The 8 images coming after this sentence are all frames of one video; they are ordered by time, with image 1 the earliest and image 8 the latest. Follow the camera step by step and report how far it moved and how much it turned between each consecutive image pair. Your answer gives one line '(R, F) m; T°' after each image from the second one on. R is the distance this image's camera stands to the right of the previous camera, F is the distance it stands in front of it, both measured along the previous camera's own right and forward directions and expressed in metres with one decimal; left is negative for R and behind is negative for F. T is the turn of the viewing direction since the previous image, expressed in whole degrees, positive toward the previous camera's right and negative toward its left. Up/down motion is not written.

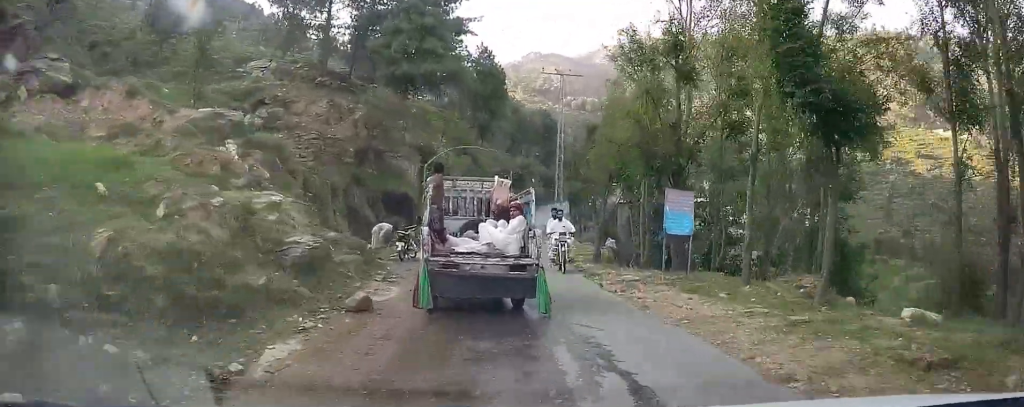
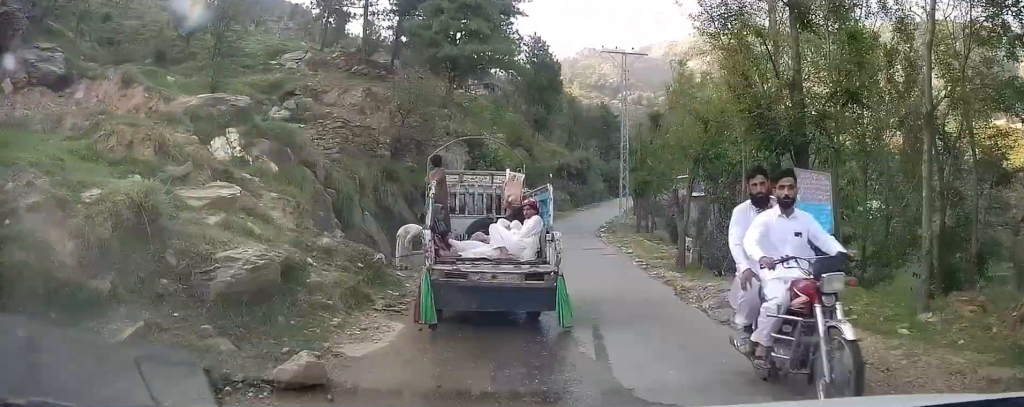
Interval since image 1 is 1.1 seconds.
(-0.2, +6.0) m; -1°
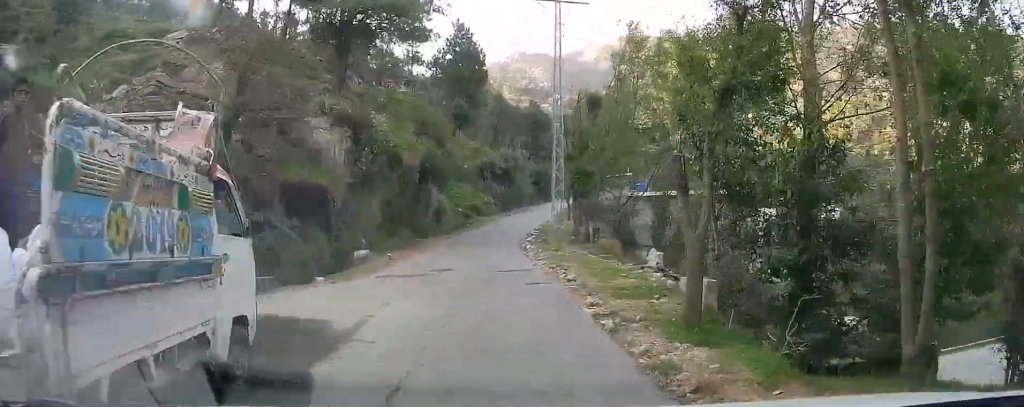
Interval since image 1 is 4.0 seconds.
(0.0, +11.9) m; 0°
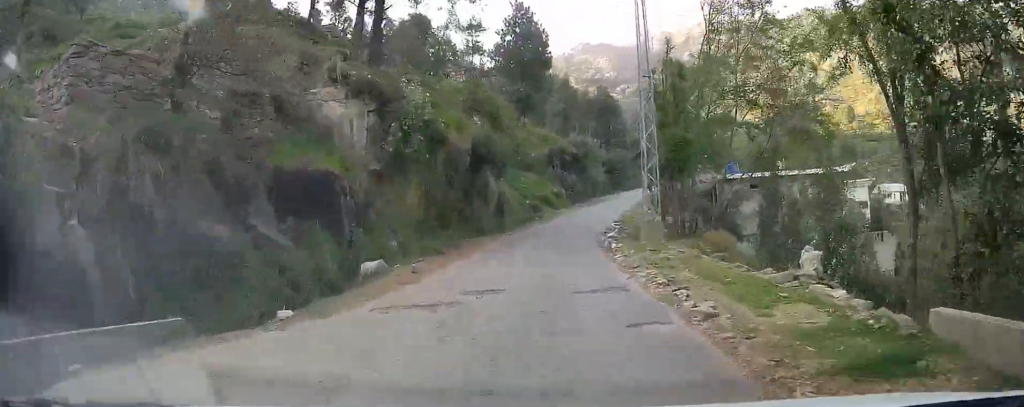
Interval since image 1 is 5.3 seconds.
(0.0, +2.7) m; 0°
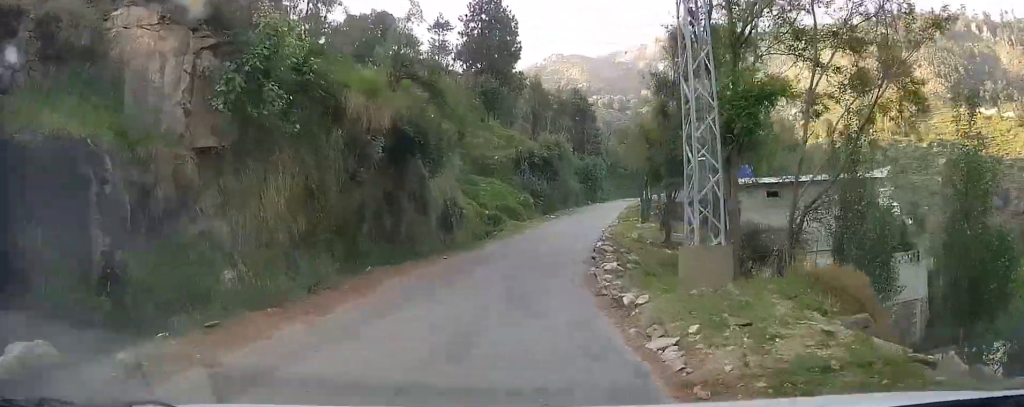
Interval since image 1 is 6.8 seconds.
(0.0, +5.0) m; -1°
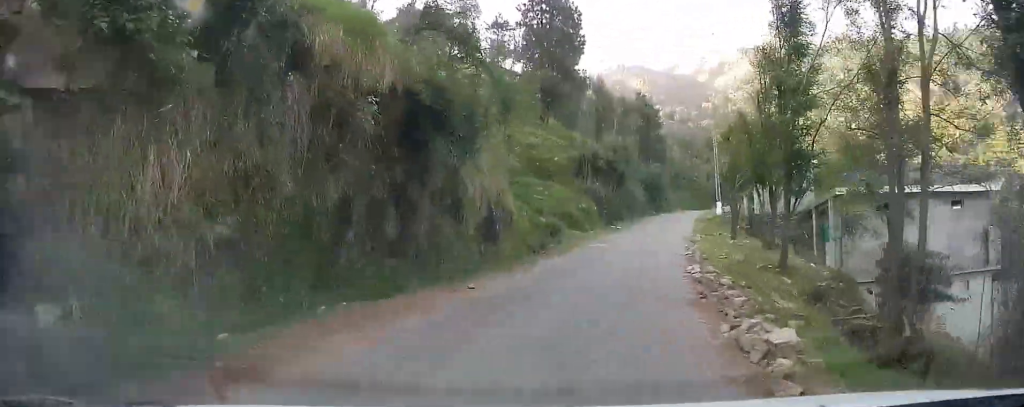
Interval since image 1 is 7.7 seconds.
(-0.1, +4.1) m; 0°
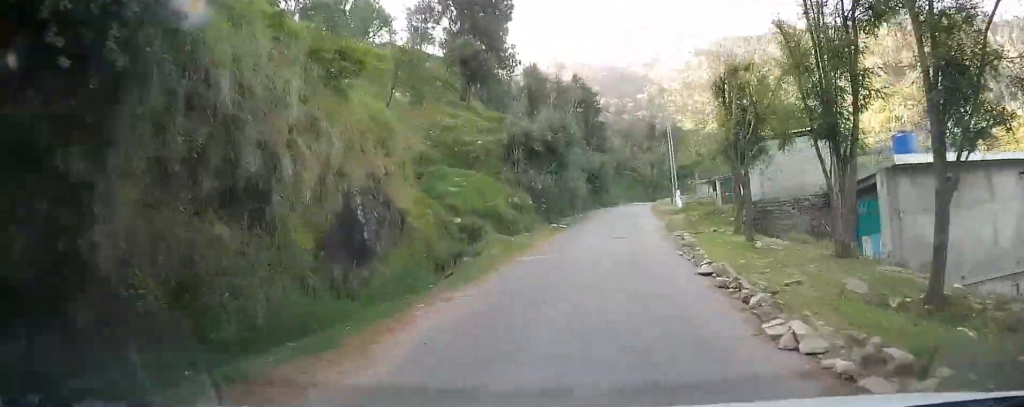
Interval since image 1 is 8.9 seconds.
(-0.2, +6.0) m; +1°
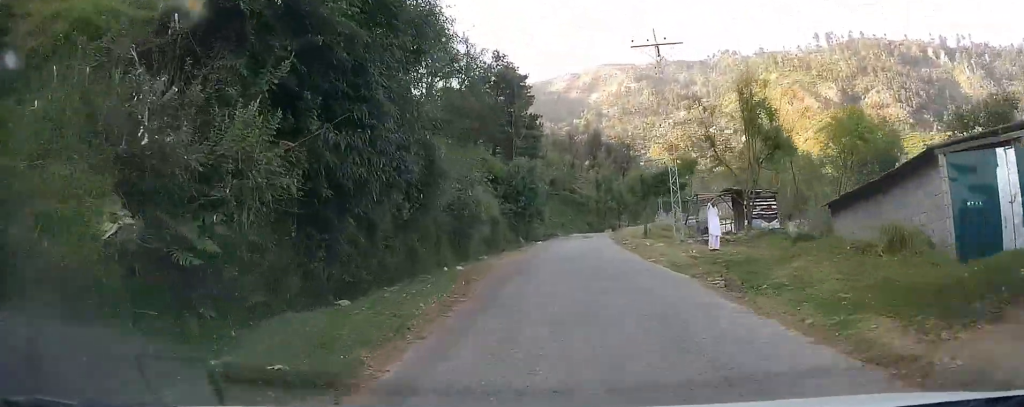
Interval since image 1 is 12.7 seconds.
(+2.2, +26.7) m; +9°
